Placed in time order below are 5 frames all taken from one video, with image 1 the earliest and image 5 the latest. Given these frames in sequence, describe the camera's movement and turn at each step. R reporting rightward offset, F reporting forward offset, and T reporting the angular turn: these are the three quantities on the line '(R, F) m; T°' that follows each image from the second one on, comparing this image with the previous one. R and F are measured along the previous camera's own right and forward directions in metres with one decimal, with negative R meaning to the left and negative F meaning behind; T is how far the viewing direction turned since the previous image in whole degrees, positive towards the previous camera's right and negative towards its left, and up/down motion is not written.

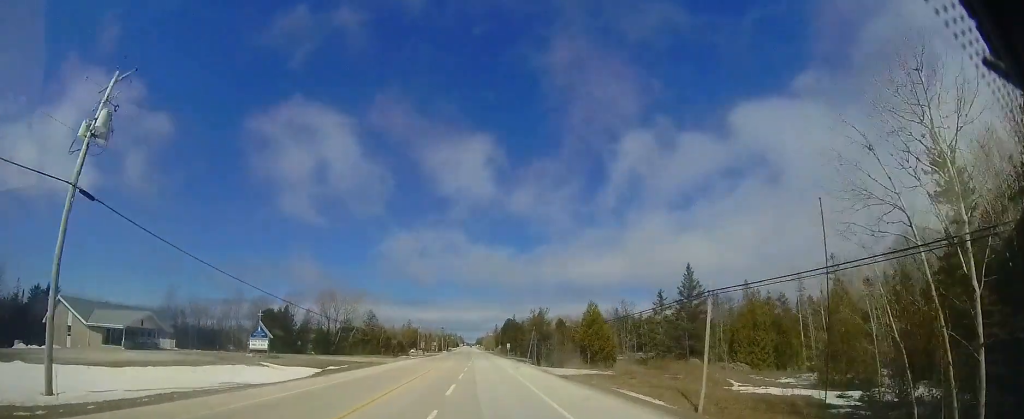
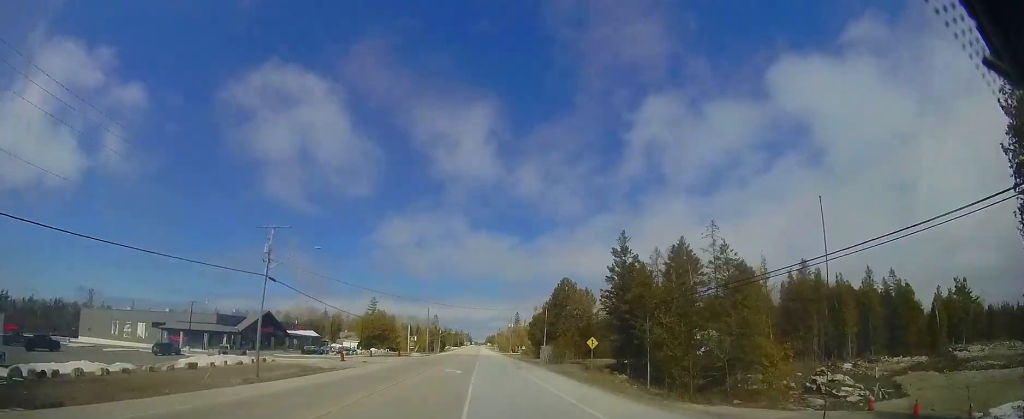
(-0.6, +77.1) m; -1°
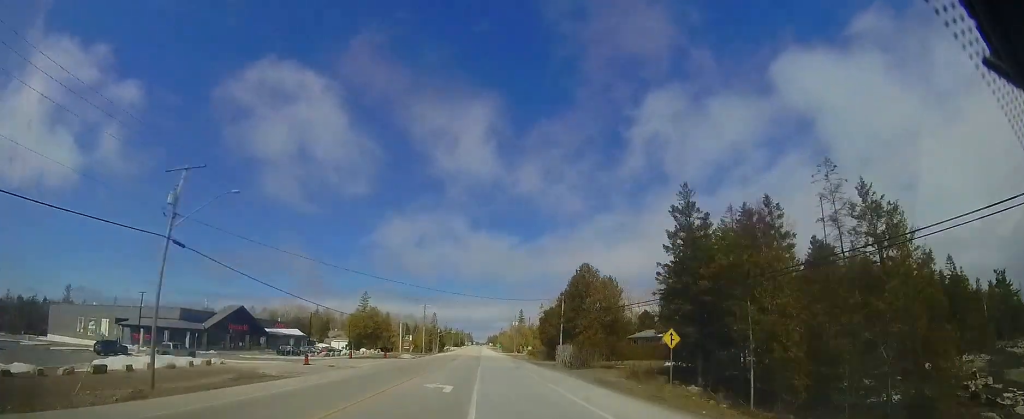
(0.0, +9.8) m; 0°
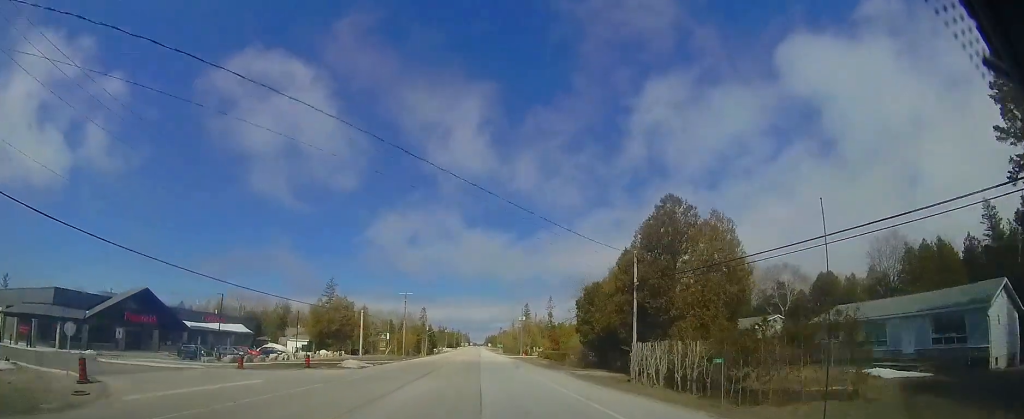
(+0.3, +22.0) m; +1°
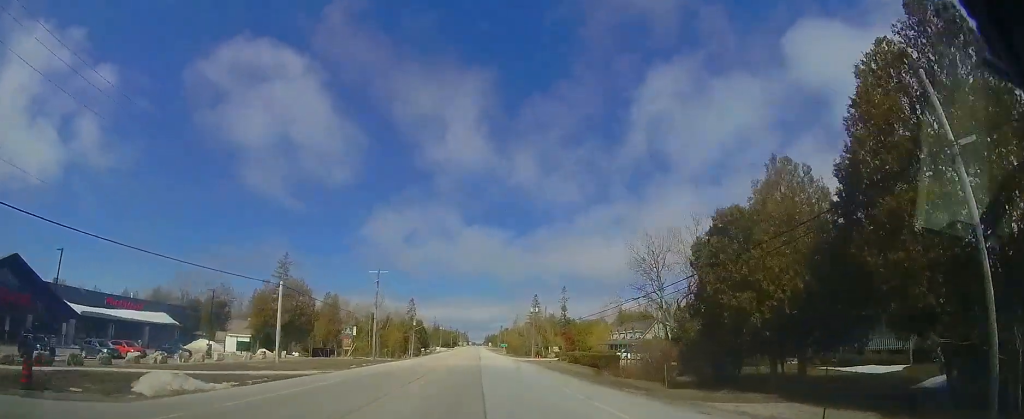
(+0.1, +19.6) m; 0°
